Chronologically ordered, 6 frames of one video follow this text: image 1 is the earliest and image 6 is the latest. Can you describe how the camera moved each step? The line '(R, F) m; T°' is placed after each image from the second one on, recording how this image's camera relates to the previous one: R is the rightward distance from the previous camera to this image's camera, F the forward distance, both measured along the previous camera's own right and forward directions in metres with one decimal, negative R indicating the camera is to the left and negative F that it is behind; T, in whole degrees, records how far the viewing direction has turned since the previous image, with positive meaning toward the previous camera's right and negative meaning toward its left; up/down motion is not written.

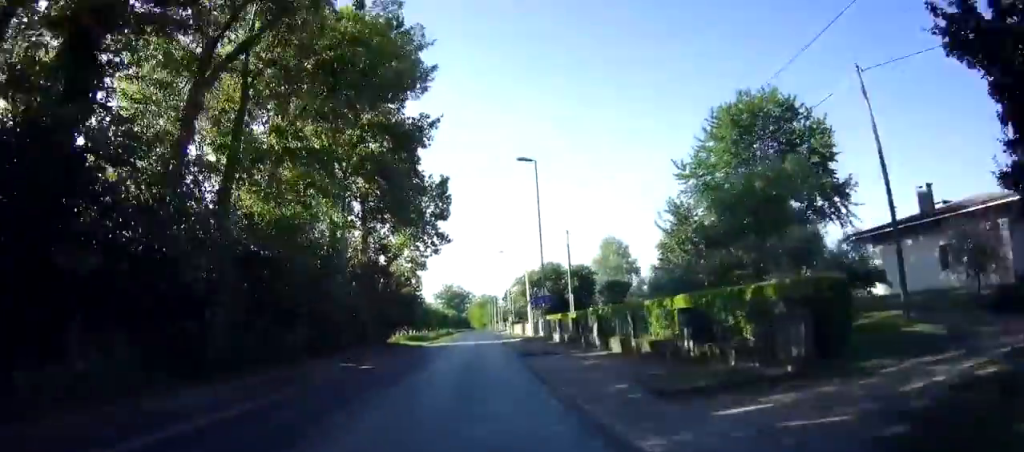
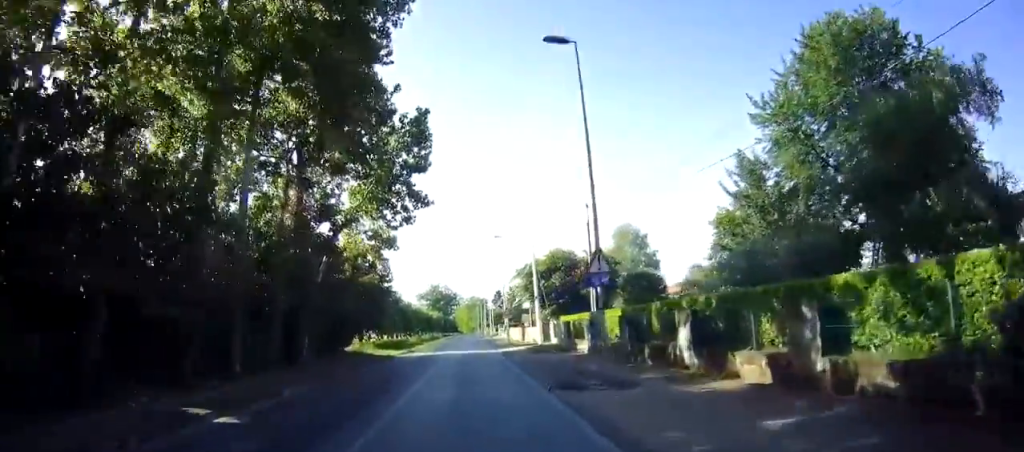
(+0.4, +11.2) m; +3°
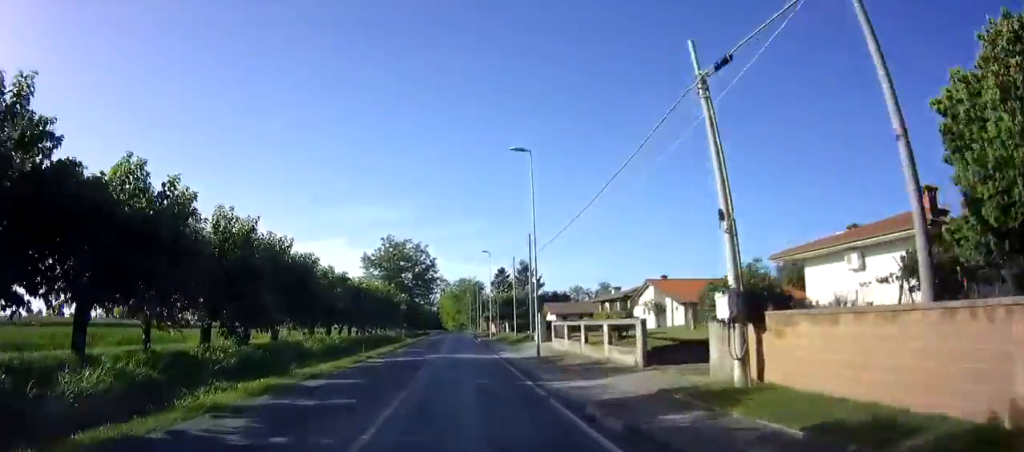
(+2.4, +57.7) m; +4°
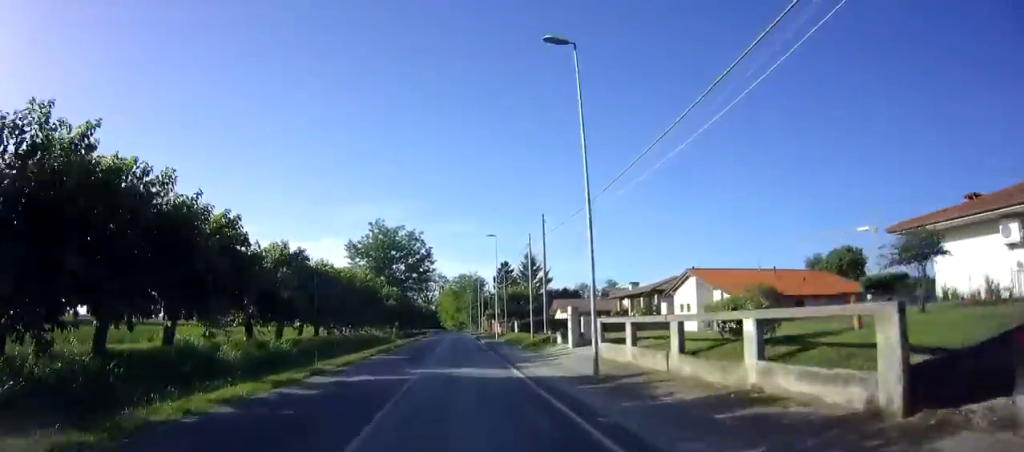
(+0.1, +10.1) m; 0°
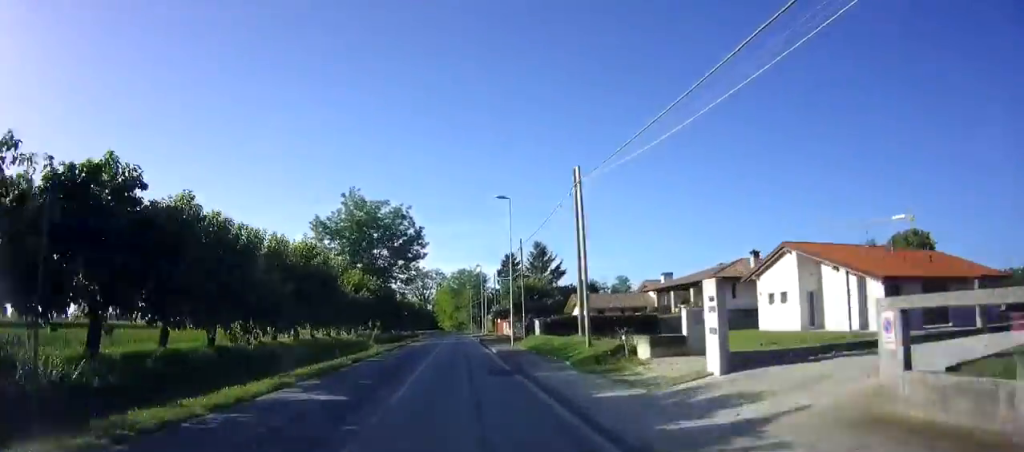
(-0.1, +13.9) m; 0°
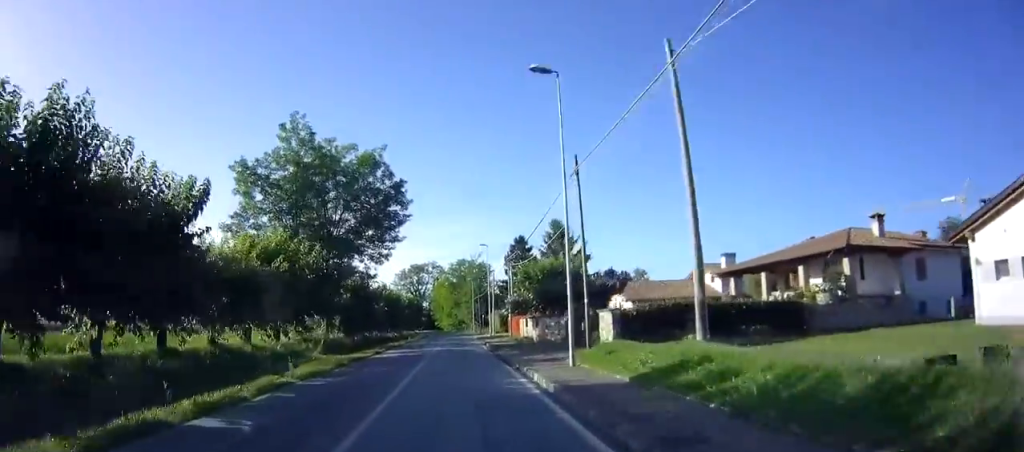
(-0.1, +17.0) m; 0°
